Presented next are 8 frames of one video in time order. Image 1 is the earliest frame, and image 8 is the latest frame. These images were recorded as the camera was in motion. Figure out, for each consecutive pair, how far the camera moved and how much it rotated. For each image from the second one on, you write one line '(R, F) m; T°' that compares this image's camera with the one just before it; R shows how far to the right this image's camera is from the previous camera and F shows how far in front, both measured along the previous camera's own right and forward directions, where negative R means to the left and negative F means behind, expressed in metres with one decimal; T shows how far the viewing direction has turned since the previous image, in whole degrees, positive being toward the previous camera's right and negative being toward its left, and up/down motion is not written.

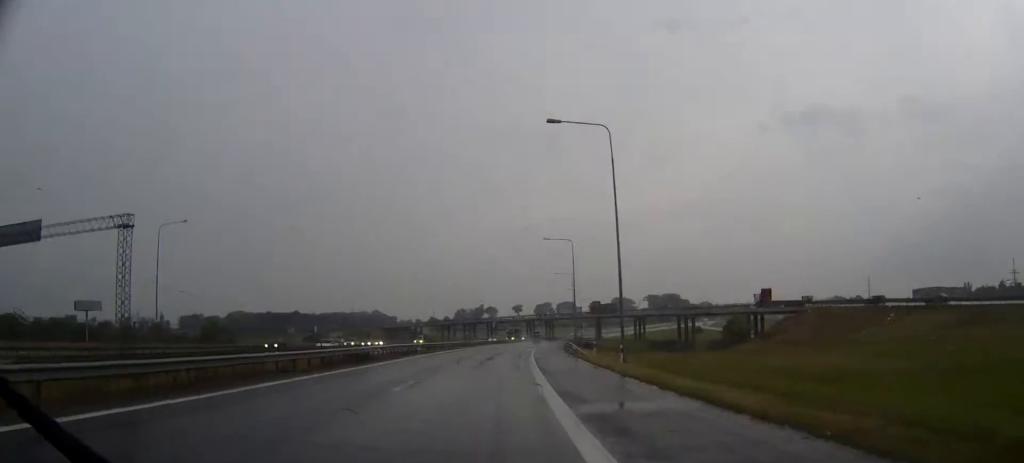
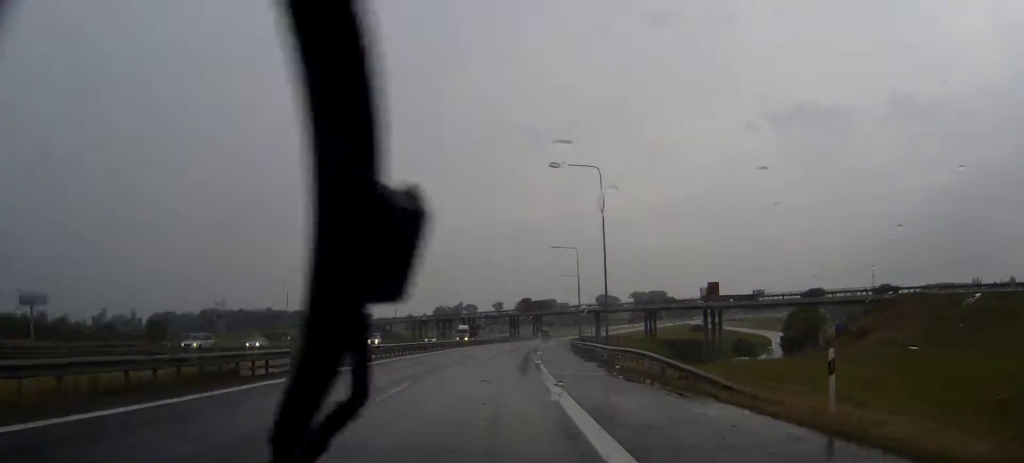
(+0.5, +35.1) m; +1°
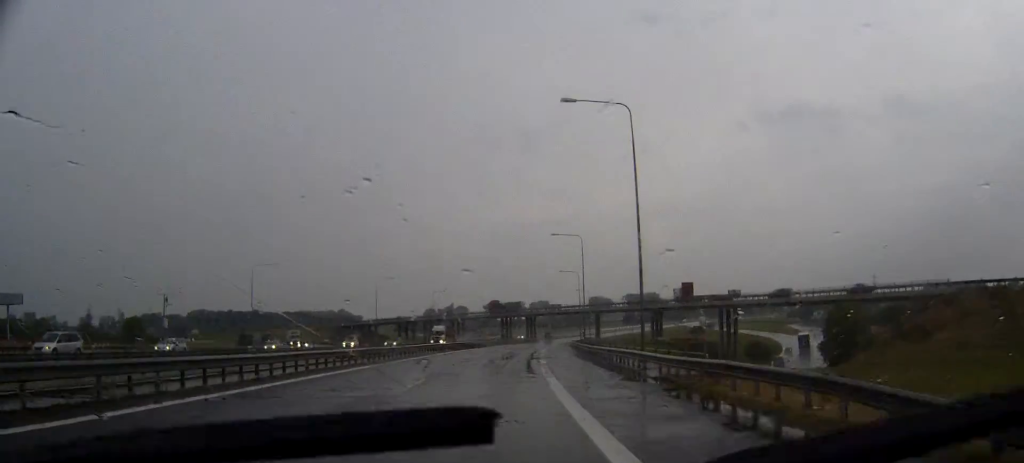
(+0.1, +13.8) m; +1°
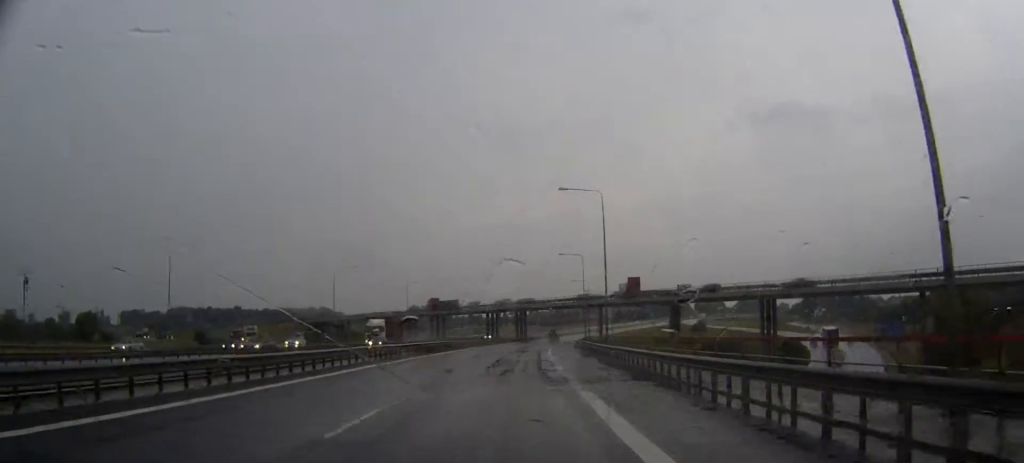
(+0.2, +24.1) m; +1°
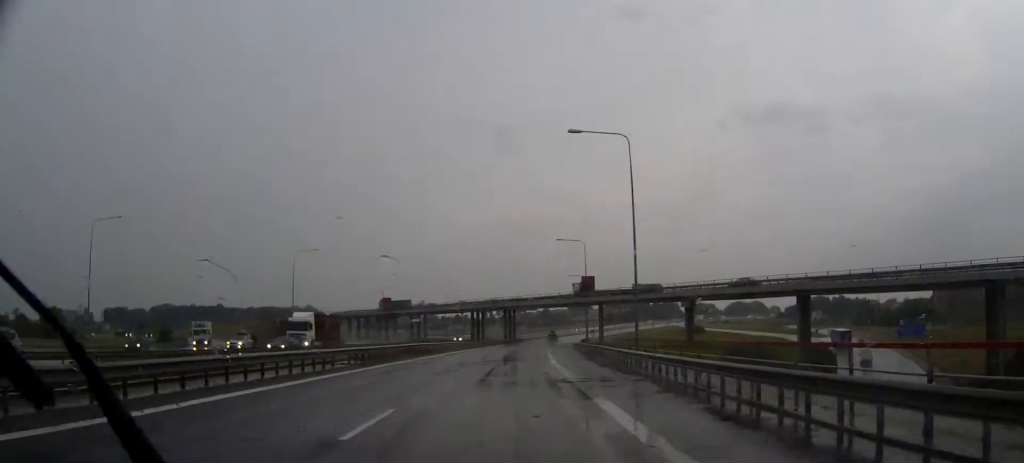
(+0.2, +15.8) m; +1°
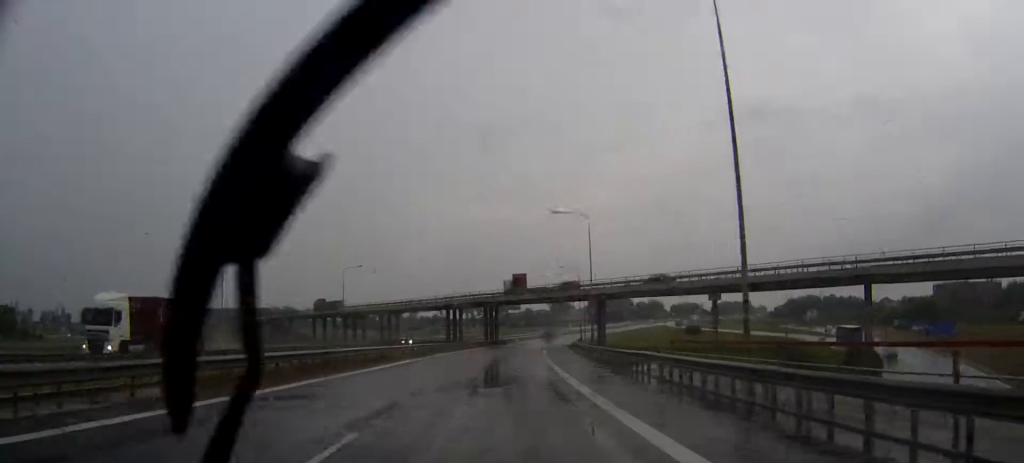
(+0.2, +19.3) m; +1°
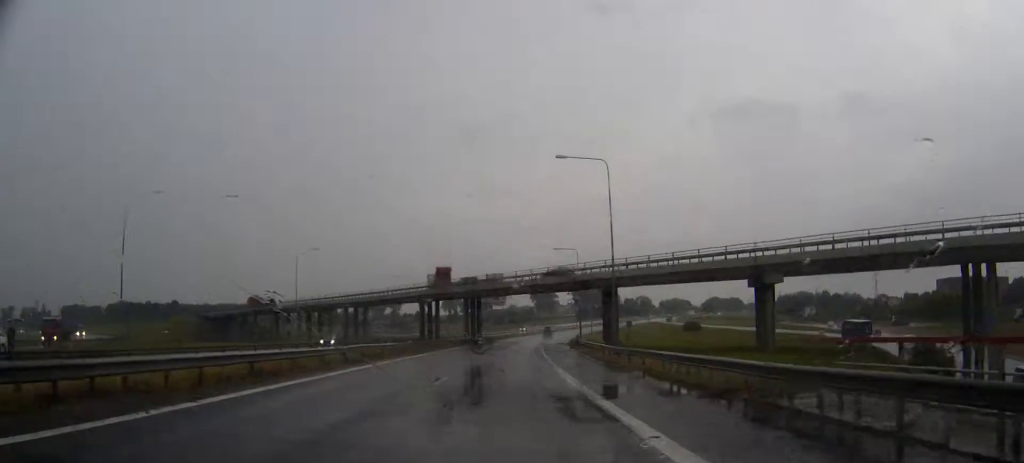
(+0.2, +19.3) m; +1°
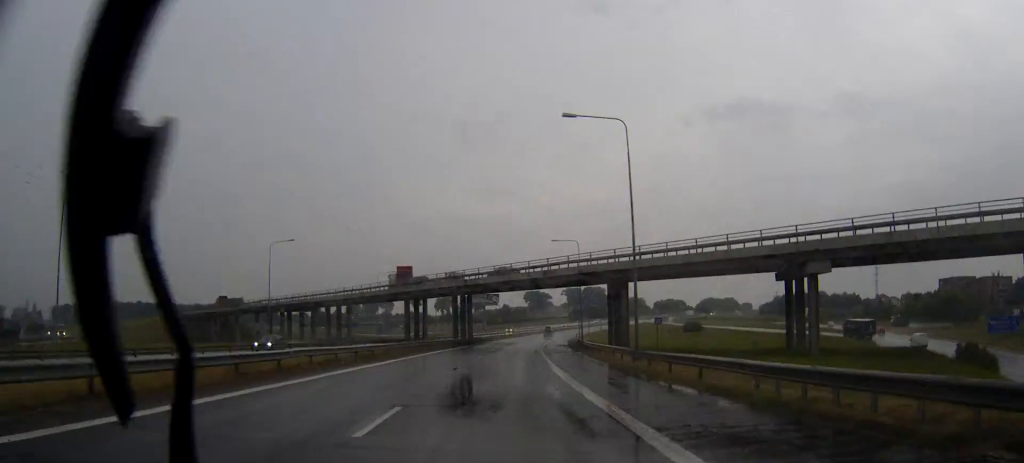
(0.0, +9.0) m; +1°
